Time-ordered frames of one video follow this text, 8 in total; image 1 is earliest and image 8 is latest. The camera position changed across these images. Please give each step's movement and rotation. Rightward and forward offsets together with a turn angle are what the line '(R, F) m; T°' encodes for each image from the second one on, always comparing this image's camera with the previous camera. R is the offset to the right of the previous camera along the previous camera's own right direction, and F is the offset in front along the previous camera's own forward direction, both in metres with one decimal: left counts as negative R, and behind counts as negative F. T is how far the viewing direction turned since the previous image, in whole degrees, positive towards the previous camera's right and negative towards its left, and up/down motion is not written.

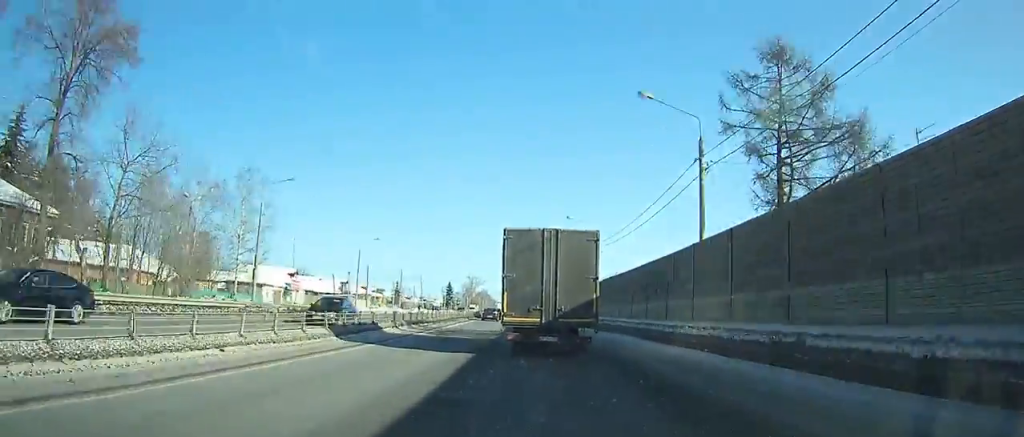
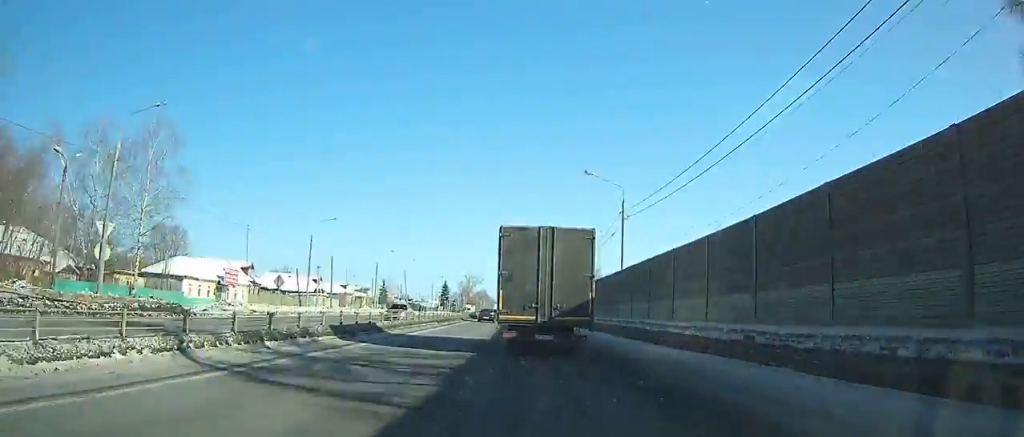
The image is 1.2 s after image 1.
(-0.1, +17.1) m; -1°
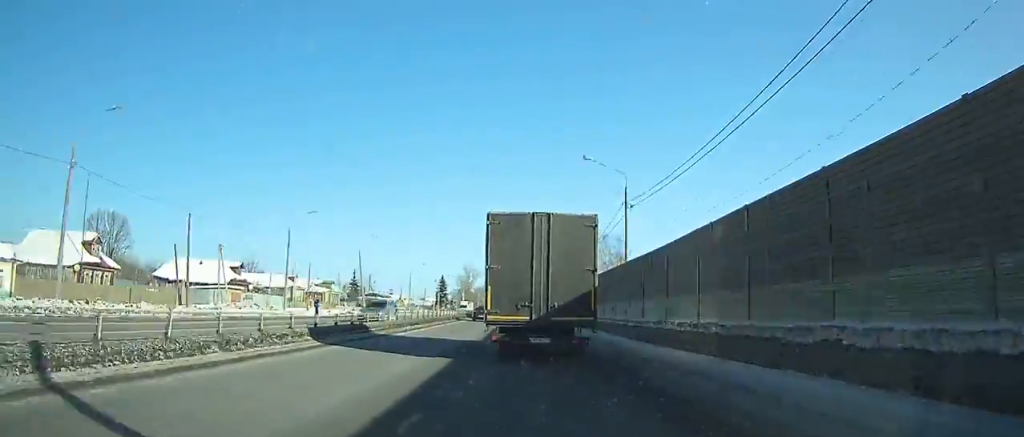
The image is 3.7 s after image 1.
(-0.2, +34.1) m; -1°
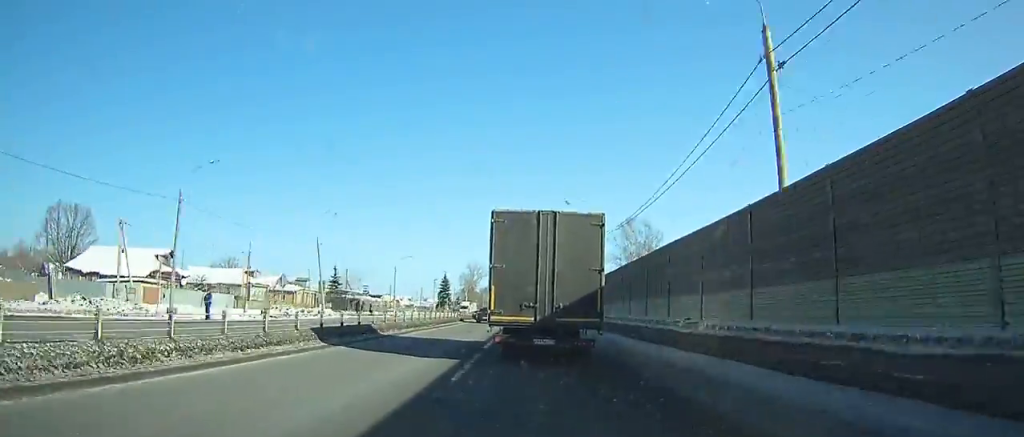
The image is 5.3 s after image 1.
(-0.3, +19.6) m; -1°
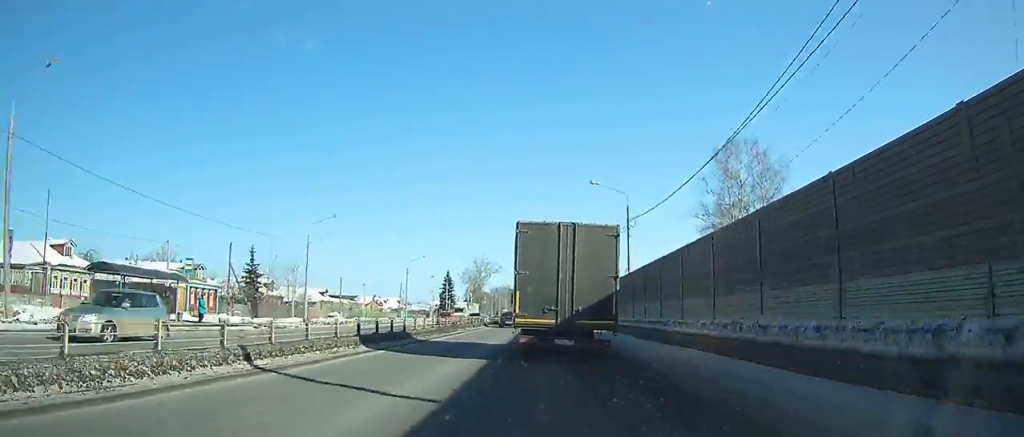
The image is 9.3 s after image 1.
(-0.8, +46.4) m; -2°
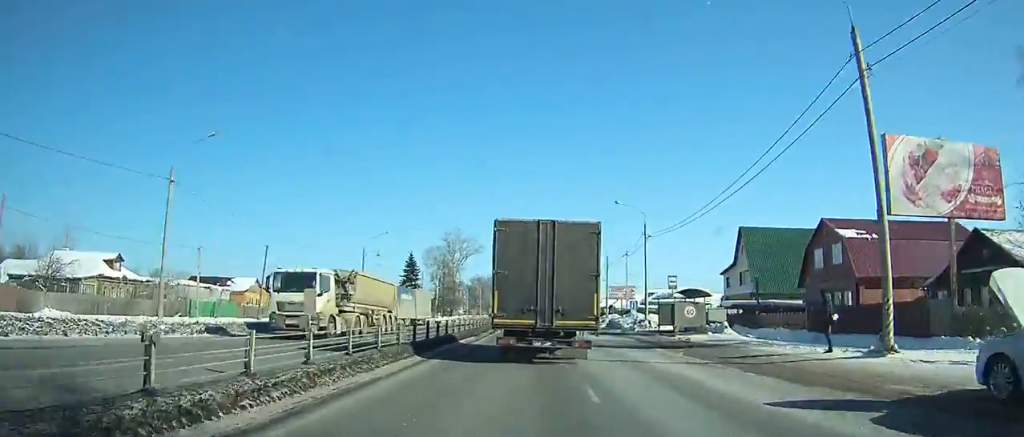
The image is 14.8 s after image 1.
(+0.6, +59.3) m; +2°
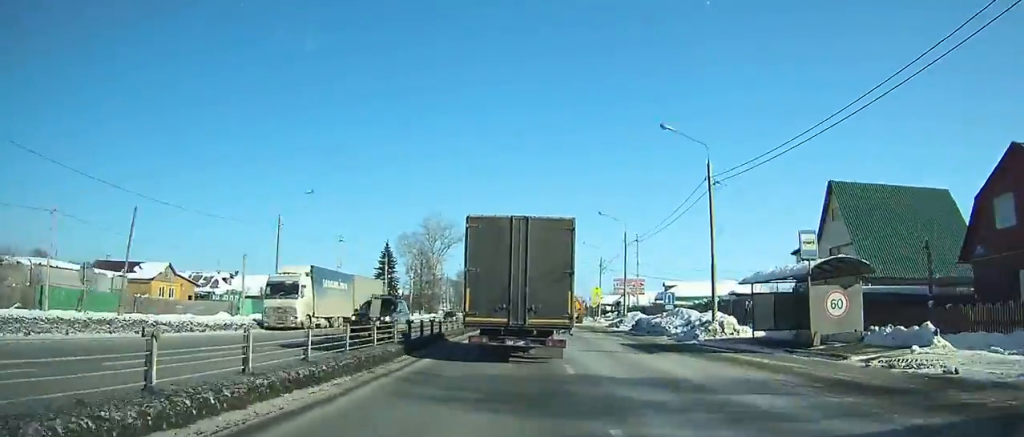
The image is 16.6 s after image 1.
(+0.1, +19.2) m; 0°
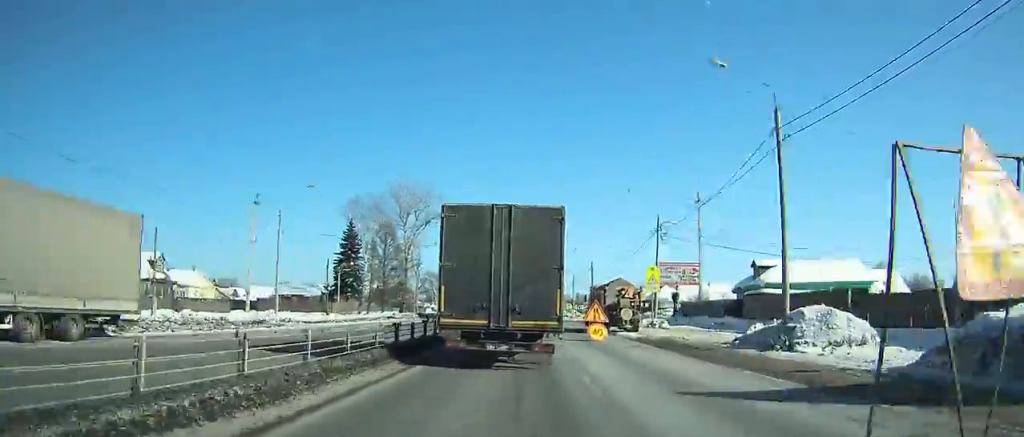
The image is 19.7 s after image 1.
(-0.1, +33.1) m; 0°
